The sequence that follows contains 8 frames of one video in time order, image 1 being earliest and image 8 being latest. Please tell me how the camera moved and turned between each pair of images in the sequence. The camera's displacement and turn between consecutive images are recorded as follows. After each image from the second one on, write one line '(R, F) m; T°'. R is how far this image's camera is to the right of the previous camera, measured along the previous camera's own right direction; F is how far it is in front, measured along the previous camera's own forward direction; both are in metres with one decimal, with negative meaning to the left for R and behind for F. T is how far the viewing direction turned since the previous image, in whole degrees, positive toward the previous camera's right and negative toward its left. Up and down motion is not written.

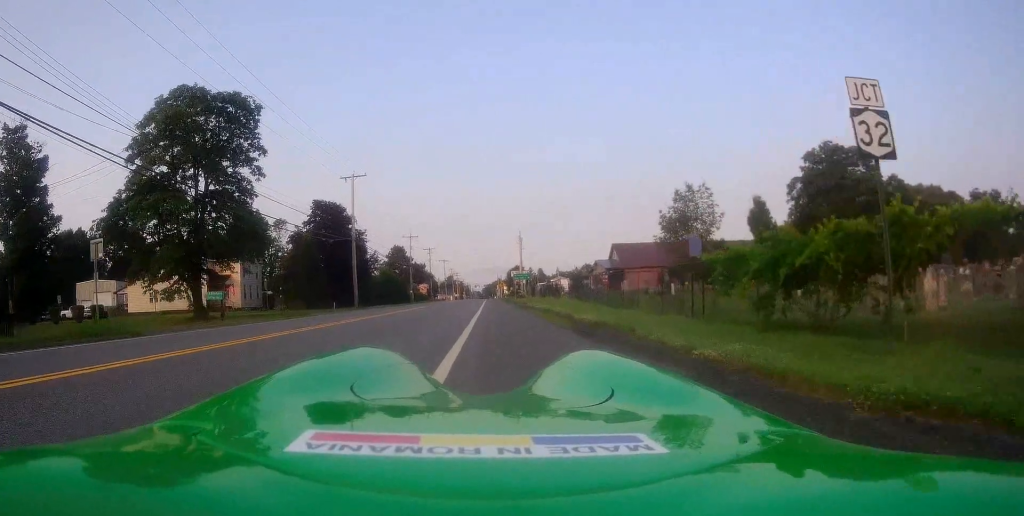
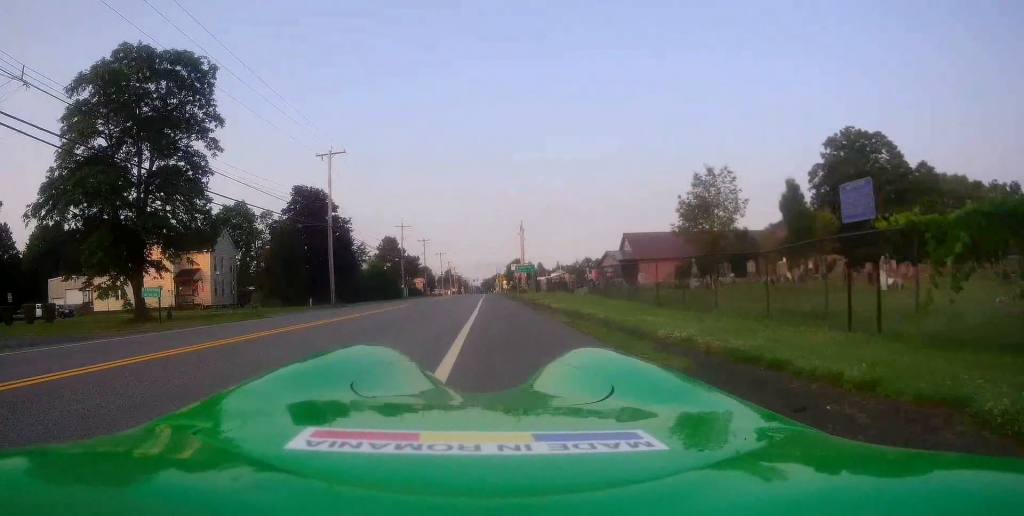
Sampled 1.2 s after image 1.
(+0.5, +7.6) m; -1°
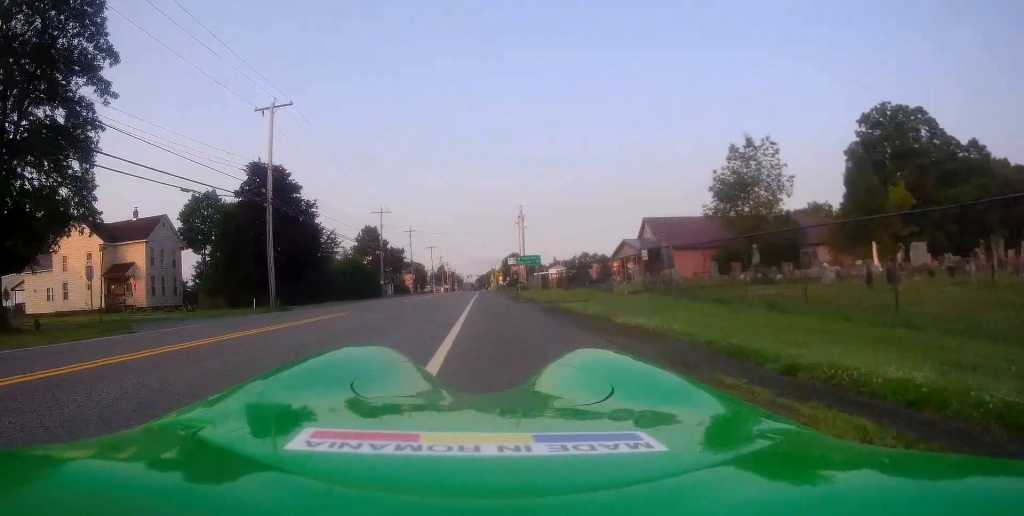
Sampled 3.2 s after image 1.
(-1.1, +12.1) m; -5°
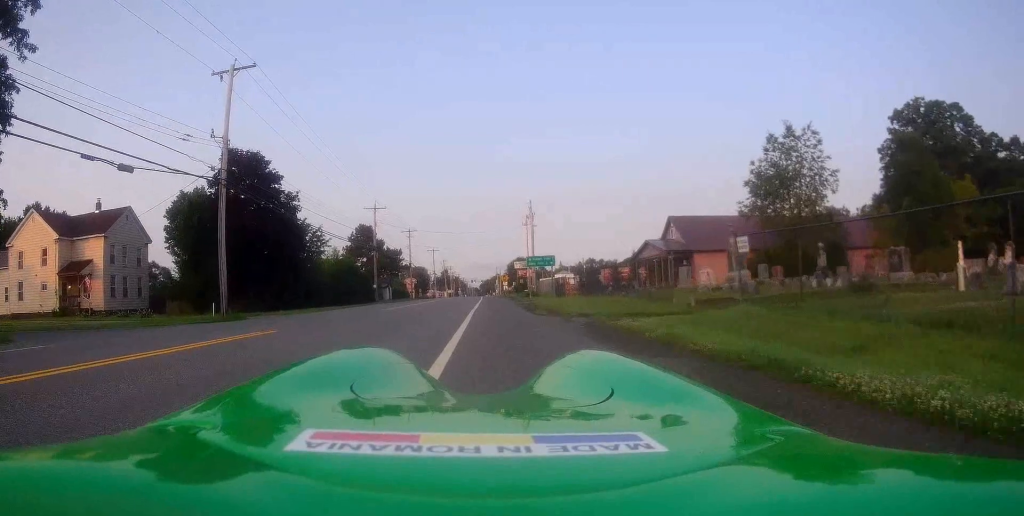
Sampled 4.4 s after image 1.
(+0.2, +7.1) m; +5°
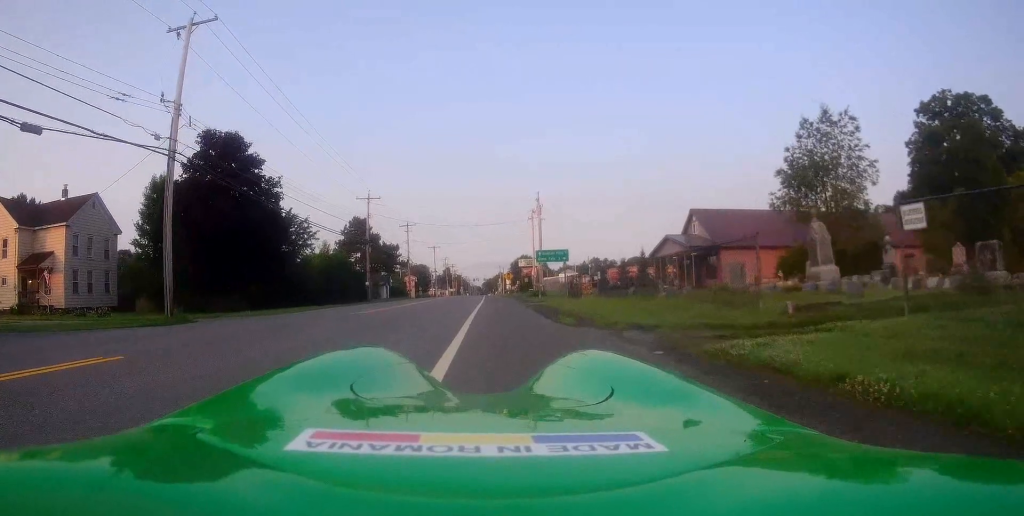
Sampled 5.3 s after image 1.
(+0.2, +5.3) m; +3°
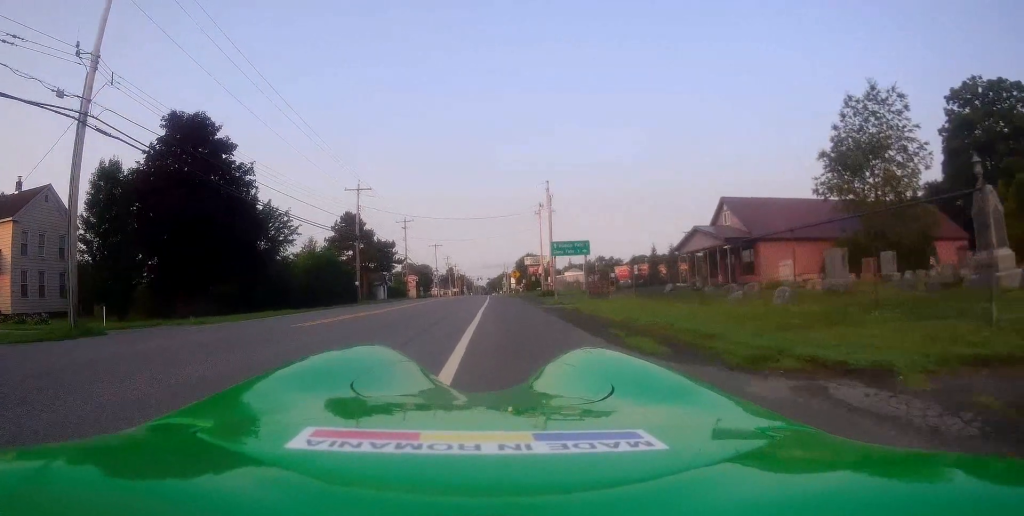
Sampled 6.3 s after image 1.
(+0.1, +6.1) m; -4°
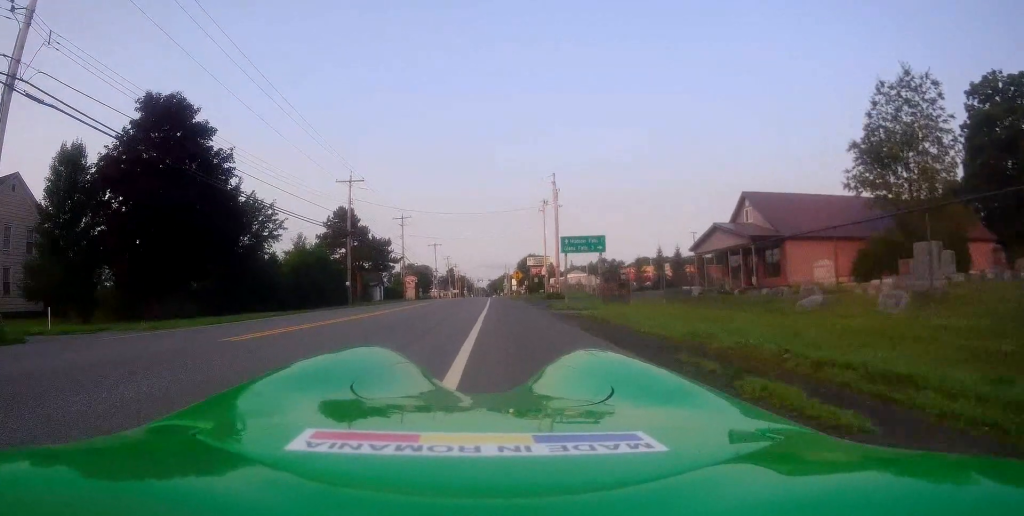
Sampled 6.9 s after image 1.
(-0.3, +3.6) m; -3°
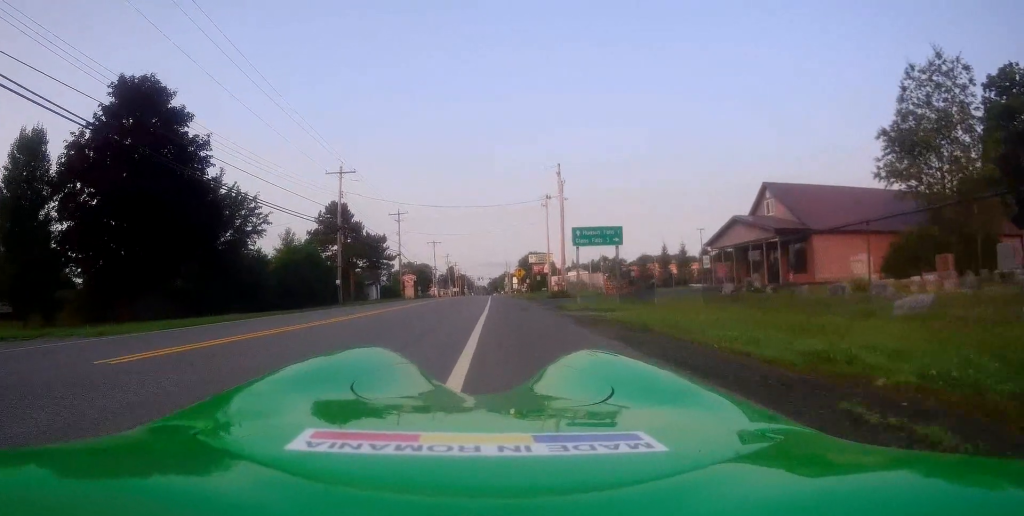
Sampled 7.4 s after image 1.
(-0.1, +3.3) m; -1°
